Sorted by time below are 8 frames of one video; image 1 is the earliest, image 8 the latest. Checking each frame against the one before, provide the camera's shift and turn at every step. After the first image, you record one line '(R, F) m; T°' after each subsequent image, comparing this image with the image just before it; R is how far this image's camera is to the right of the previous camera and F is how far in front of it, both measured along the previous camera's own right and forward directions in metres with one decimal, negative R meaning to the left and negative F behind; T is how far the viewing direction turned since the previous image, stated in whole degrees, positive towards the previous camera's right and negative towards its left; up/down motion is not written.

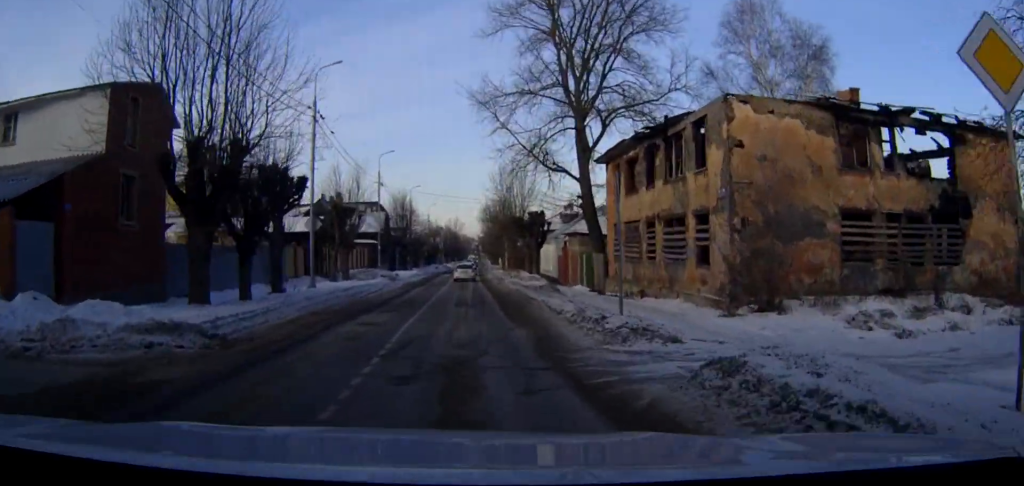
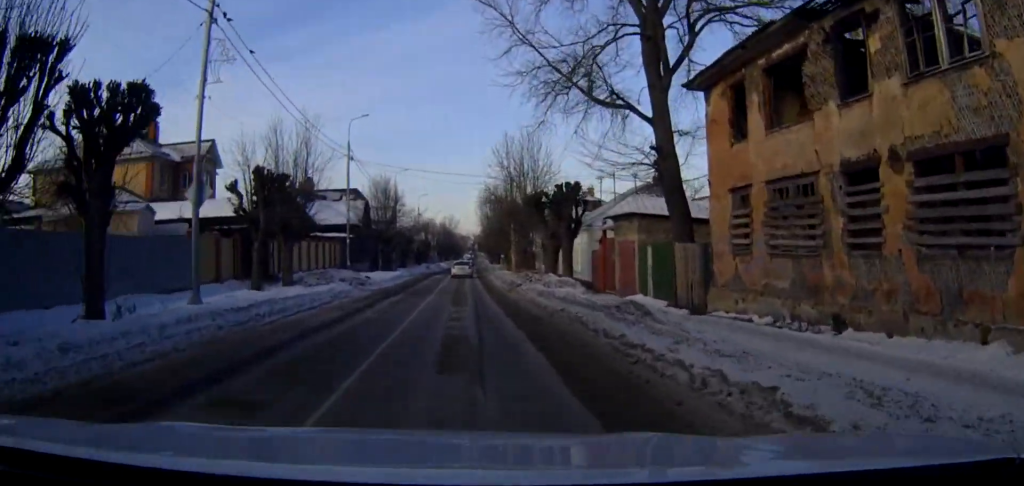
(0.0, +16.0) m; 0°
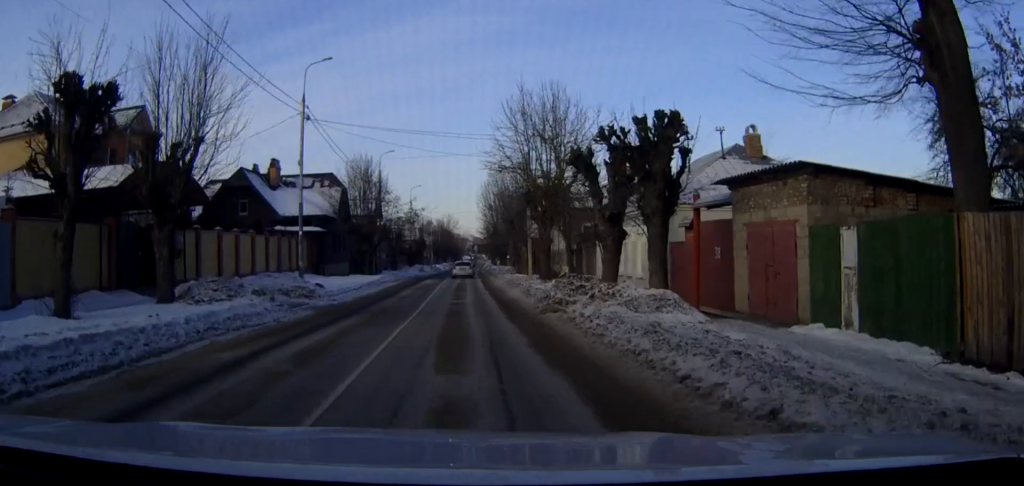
(0.0, +15.1) m; 0°
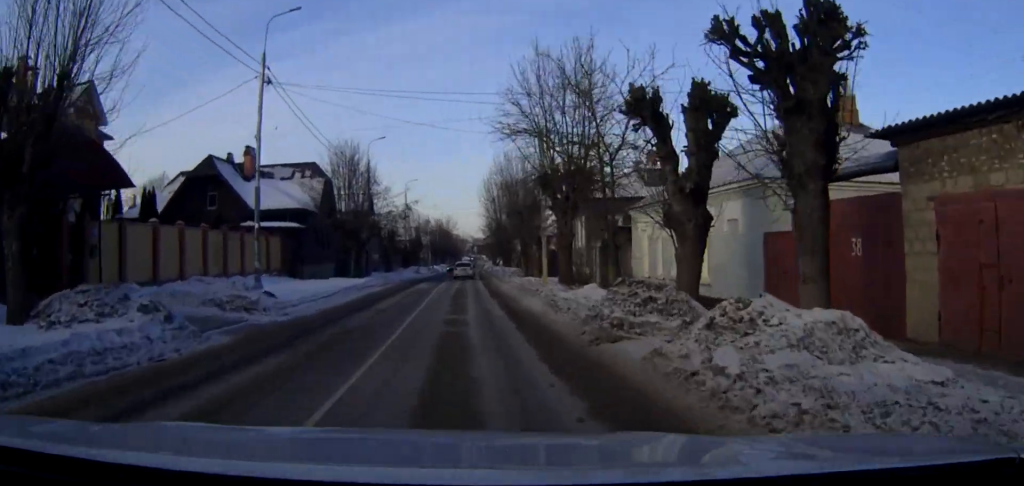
(0.0, +7.9) m; 0°
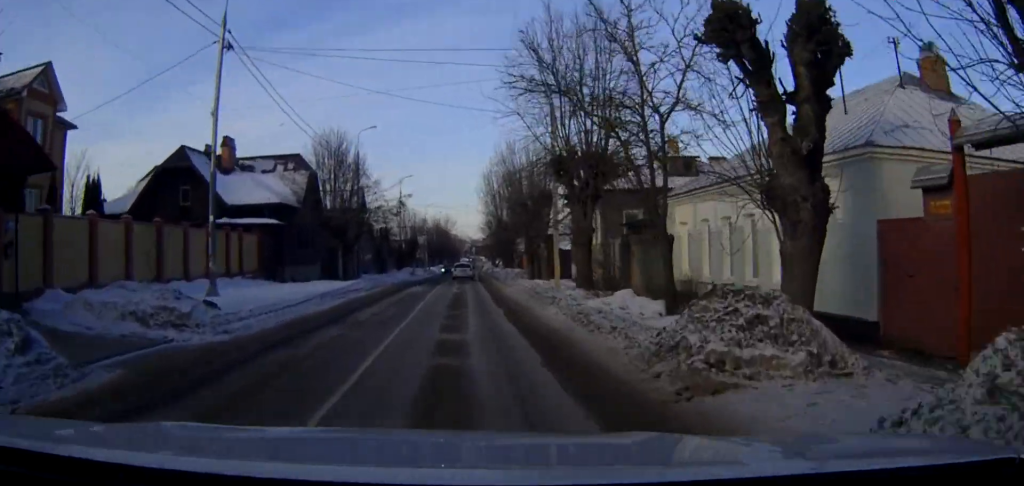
(0.0, +5.1) m; 0°
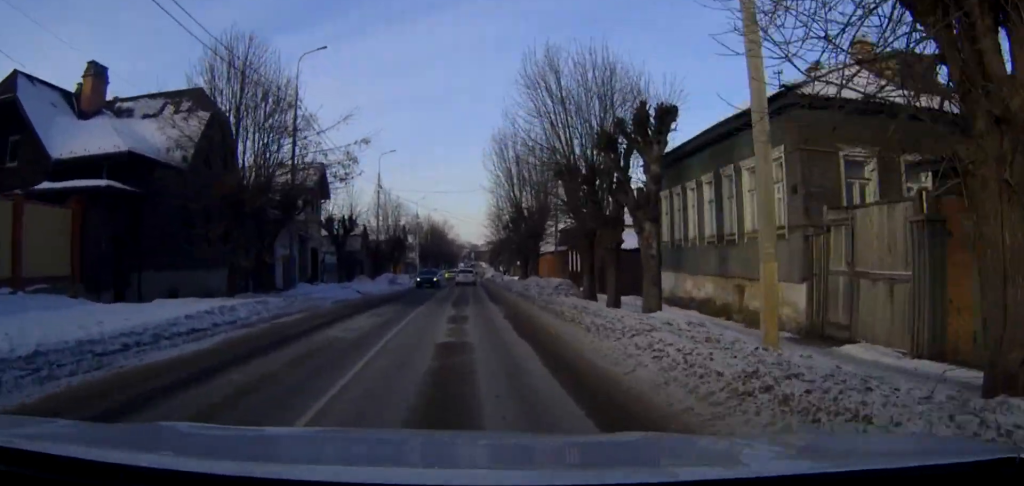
(-0.1, +21.3) m; 0°
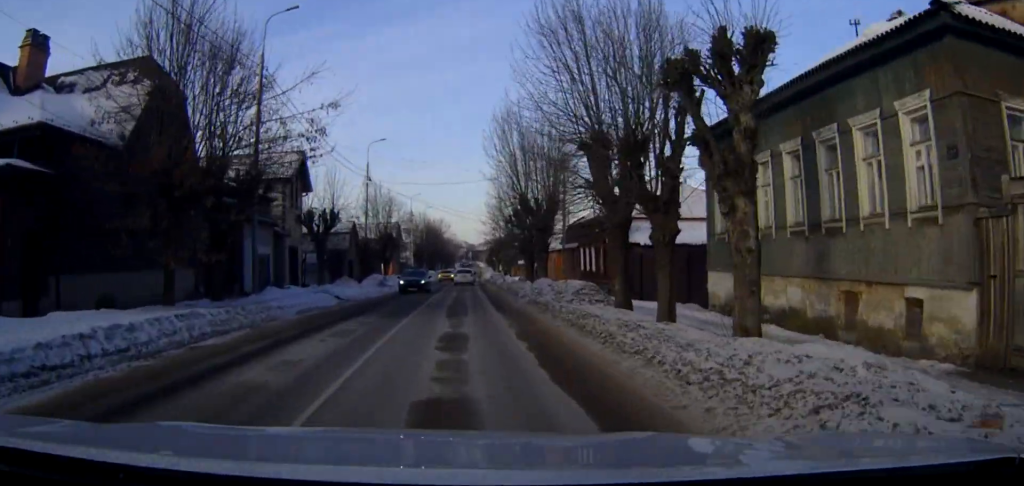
(0.0, +5.9) m; 0°
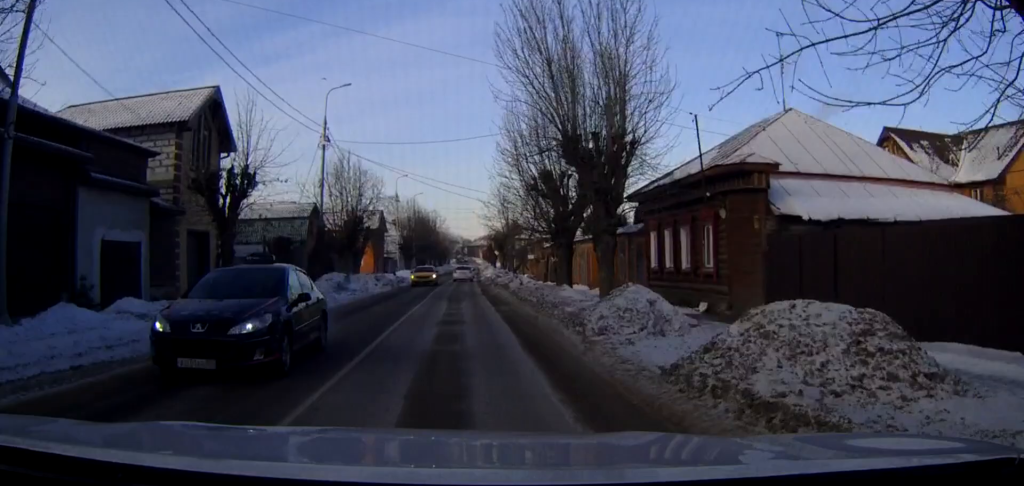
(+0.1, +16.8) m; +1°
